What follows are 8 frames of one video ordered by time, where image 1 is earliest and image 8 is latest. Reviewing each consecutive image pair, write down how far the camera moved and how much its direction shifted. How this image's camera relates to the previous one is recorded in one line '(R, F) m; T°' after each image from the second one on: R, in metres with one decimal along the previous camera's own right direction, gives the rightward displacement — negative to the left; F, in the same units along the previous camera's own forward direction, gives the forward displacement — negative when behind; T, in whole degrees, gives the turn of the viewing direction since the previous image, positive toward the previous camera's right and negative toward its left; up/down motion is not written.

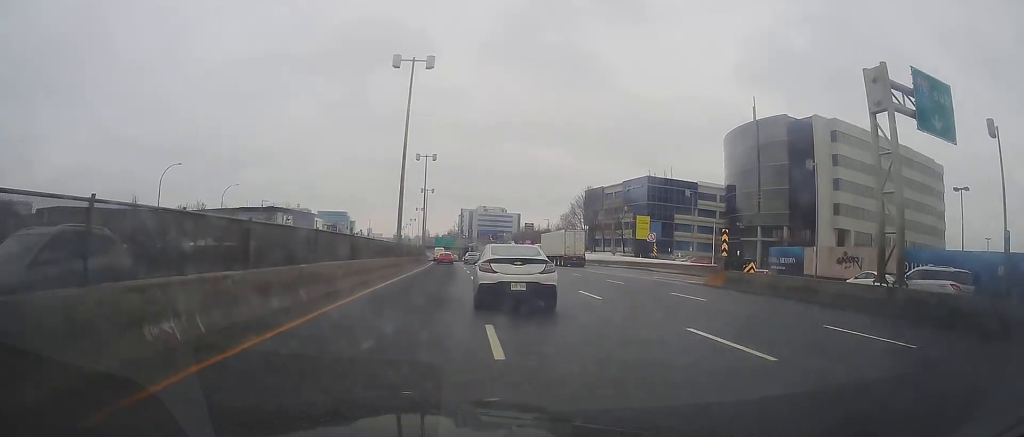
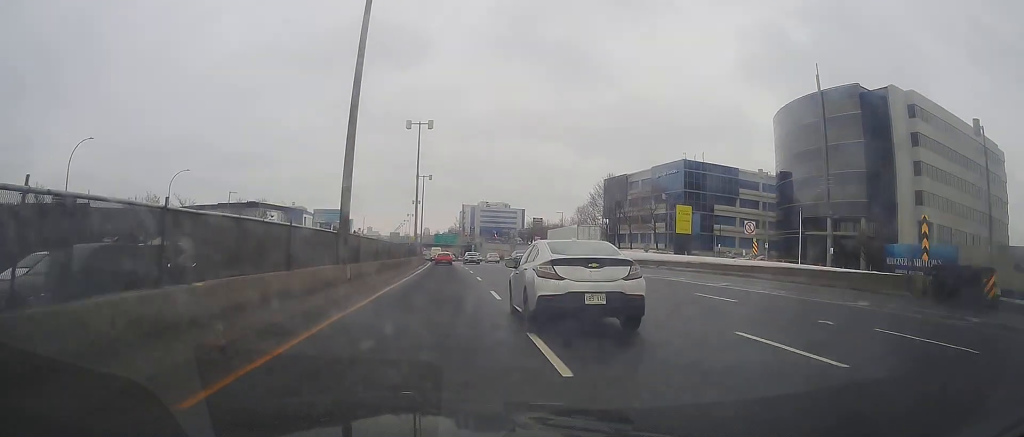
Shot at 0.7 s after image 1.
(-0.1, +19.3) m; -1°
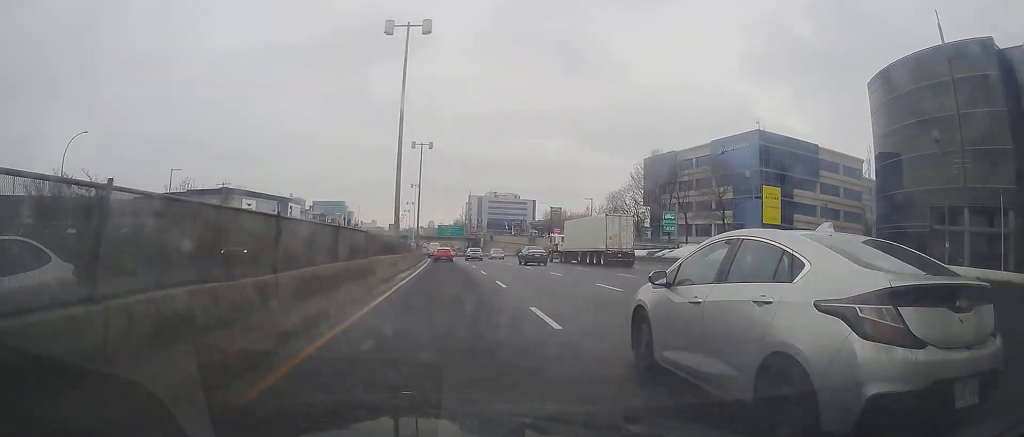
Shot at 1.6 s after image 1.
(-0.3, +24.4) m; -1°
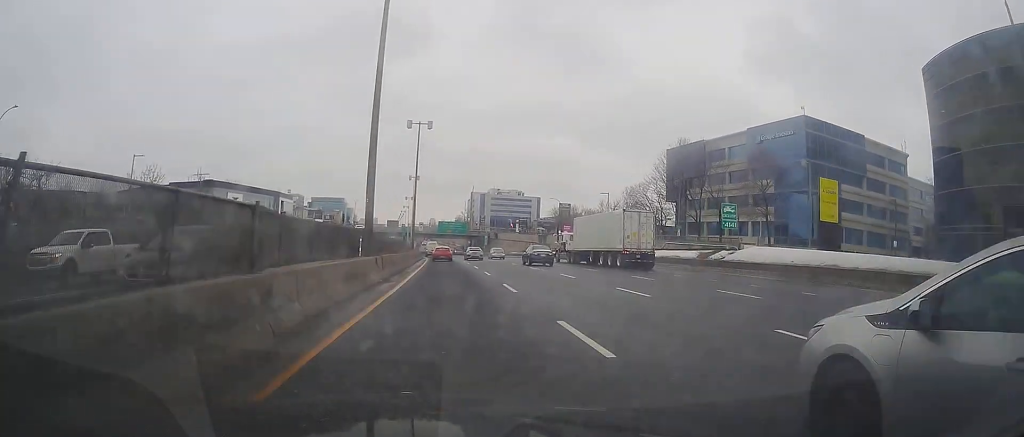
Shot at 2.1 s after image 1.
(0.0, +12.1) m; 0°
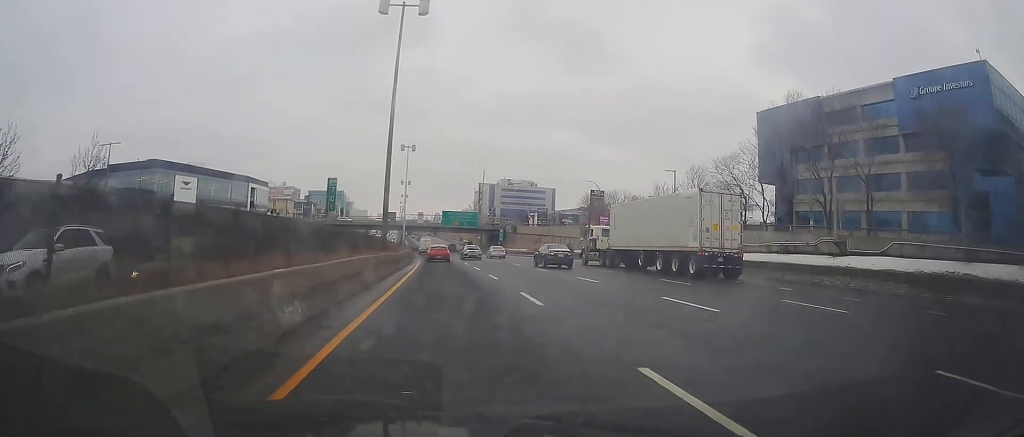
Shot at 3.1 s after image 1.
(0.0, +30.1) m; 0°
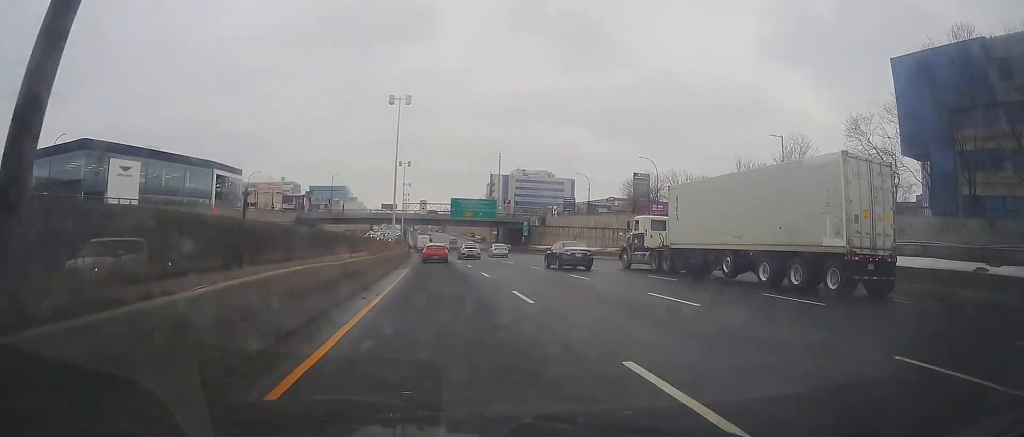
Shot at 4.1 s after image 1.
(-0.2, +27.0) m; -1°
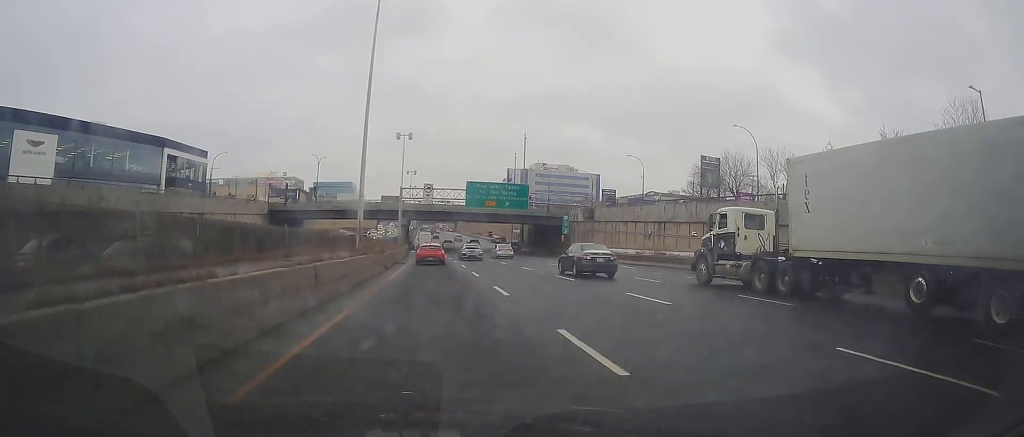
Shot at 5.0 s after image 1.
(-0.4, +25.8) m; -1°
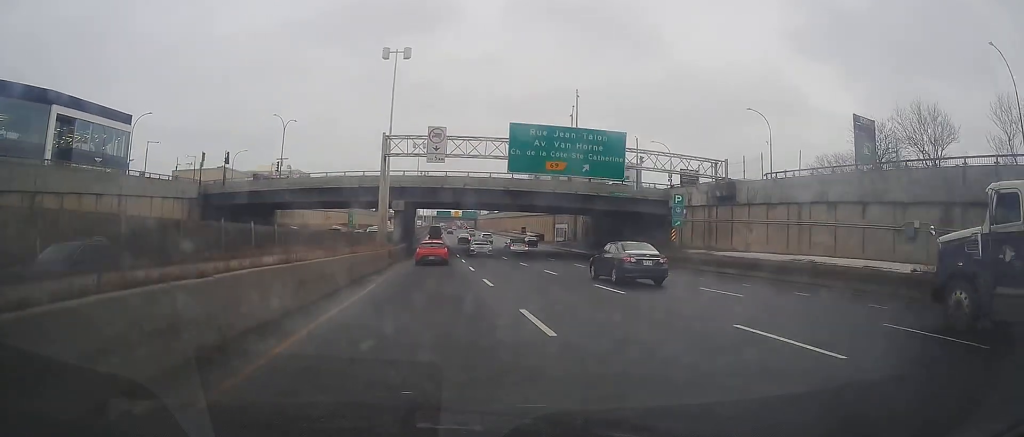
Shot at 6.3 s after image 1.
(-0.4, +33.7) m; -1°
